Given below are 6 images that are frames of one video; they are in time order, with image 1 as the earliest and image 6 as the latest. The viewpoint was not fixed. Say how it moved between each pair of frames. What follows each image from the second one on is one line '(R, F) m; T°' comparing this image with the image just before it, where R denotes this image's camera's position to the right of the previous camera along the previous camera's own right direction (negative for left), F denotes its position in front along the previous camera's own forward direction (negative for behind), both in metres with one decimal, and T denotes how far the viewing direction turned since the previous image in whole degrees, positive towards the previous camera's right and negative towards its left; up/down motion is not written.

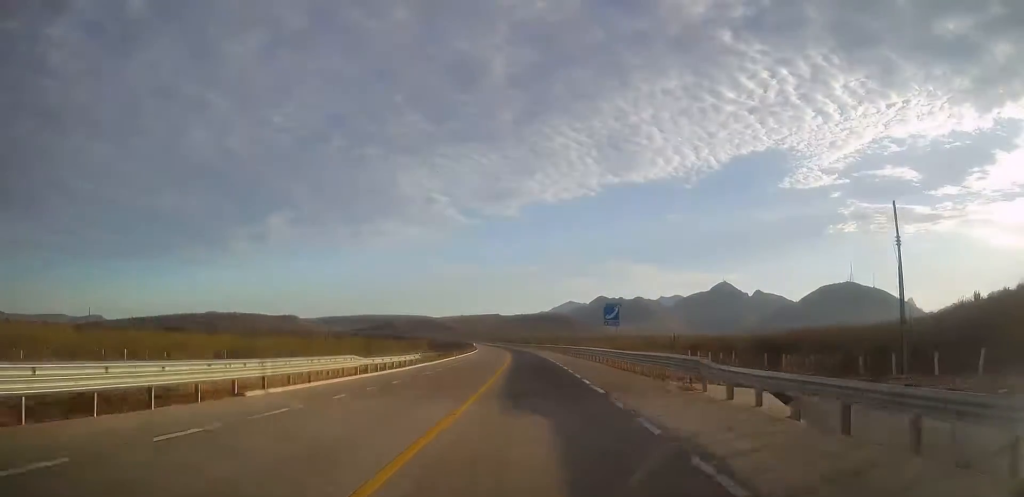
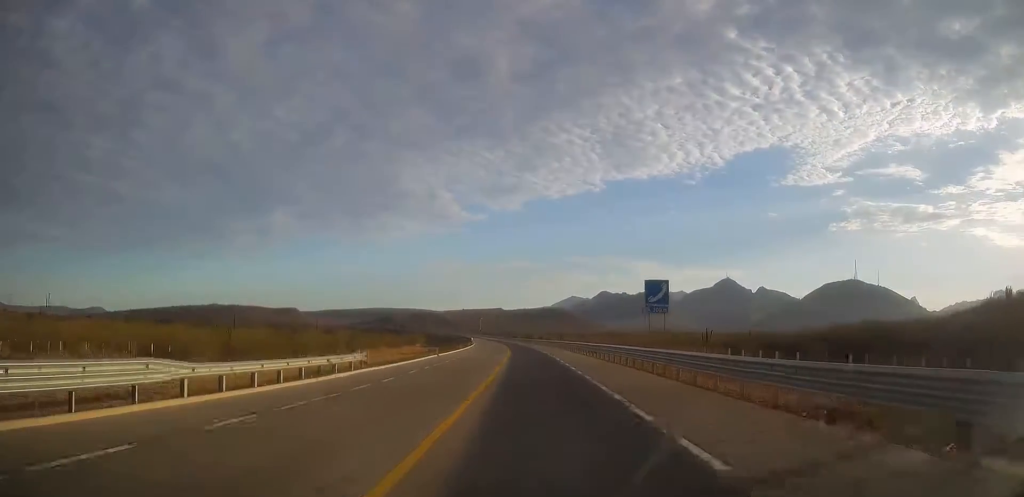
(+0.3, +14.8) m; 0°
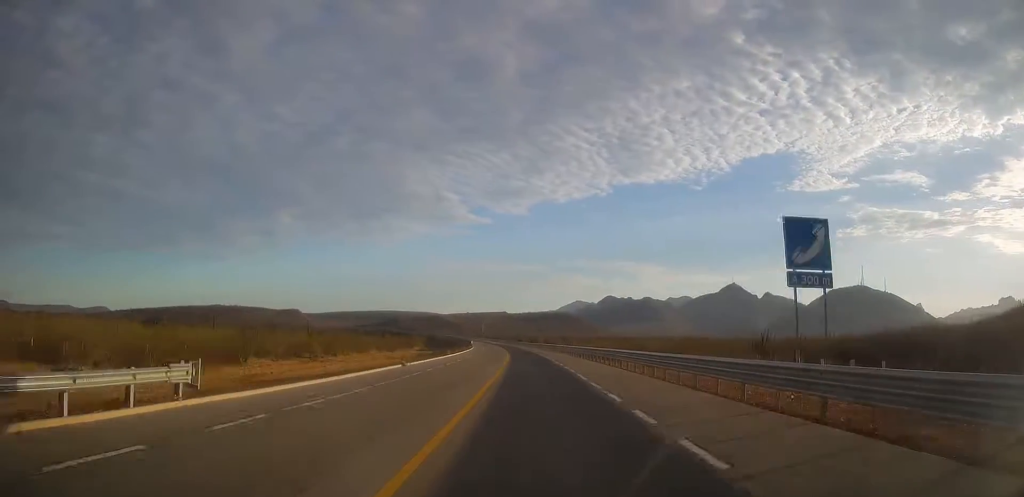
(+0.4, +15.8) m; 0°
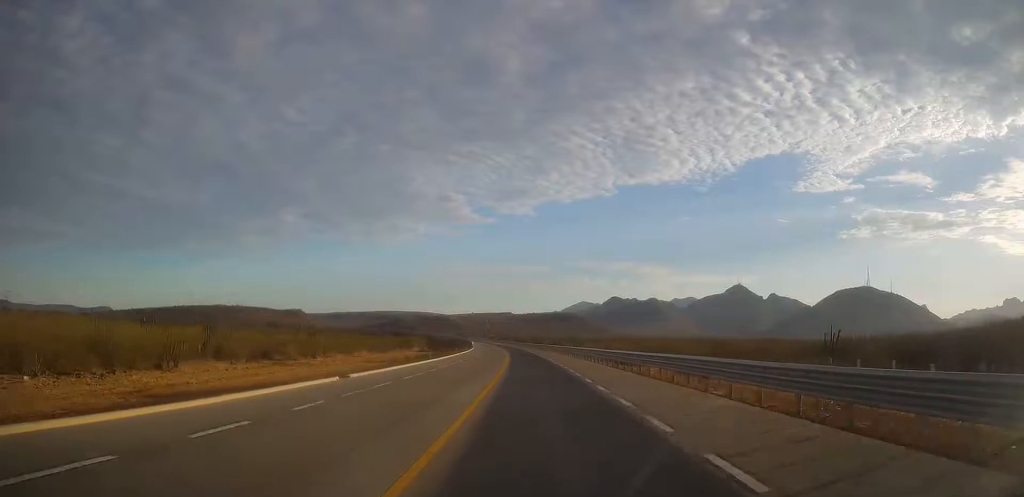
(-0.3, +12.8) m; -1°
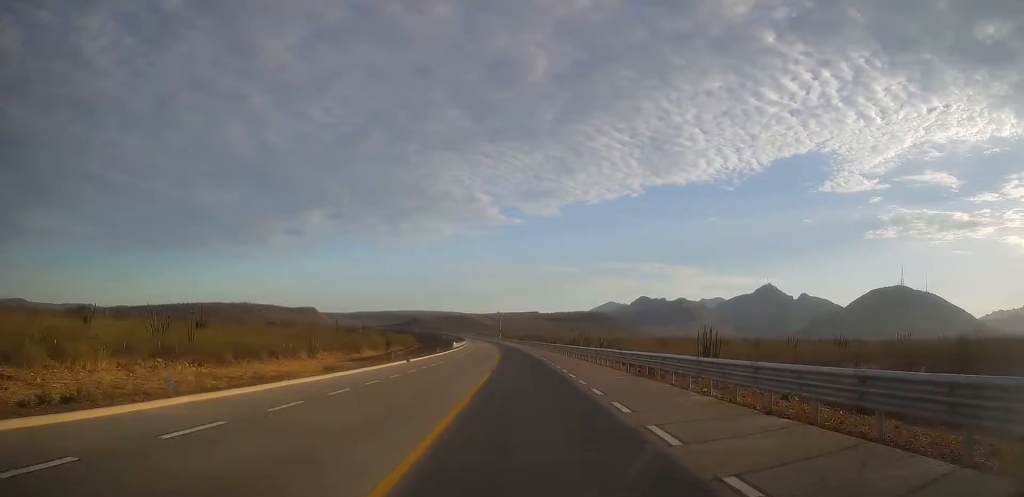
(-1.4, +85.0) m; -2°
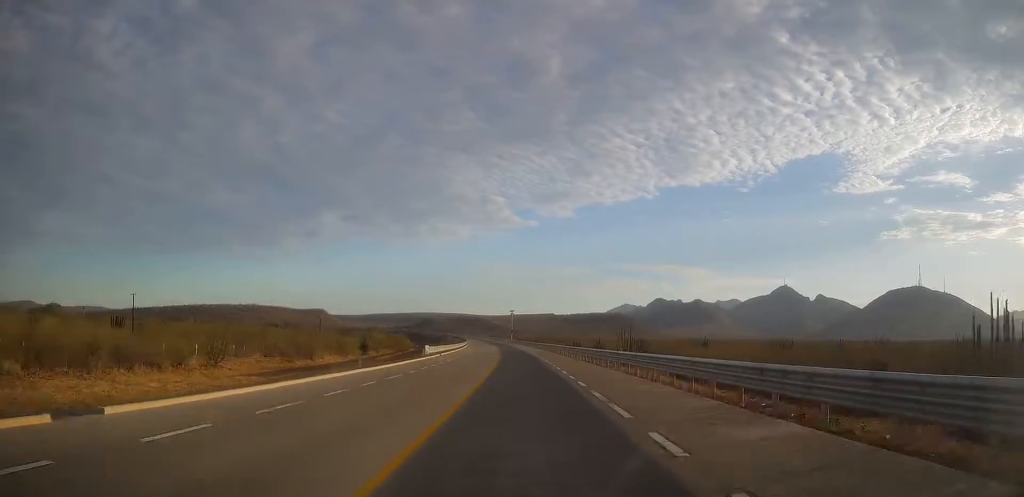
(-0.3, +32.6) m; -2°
